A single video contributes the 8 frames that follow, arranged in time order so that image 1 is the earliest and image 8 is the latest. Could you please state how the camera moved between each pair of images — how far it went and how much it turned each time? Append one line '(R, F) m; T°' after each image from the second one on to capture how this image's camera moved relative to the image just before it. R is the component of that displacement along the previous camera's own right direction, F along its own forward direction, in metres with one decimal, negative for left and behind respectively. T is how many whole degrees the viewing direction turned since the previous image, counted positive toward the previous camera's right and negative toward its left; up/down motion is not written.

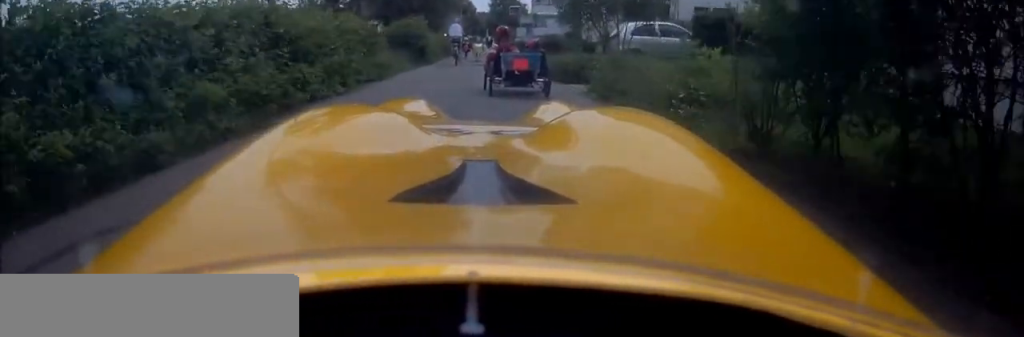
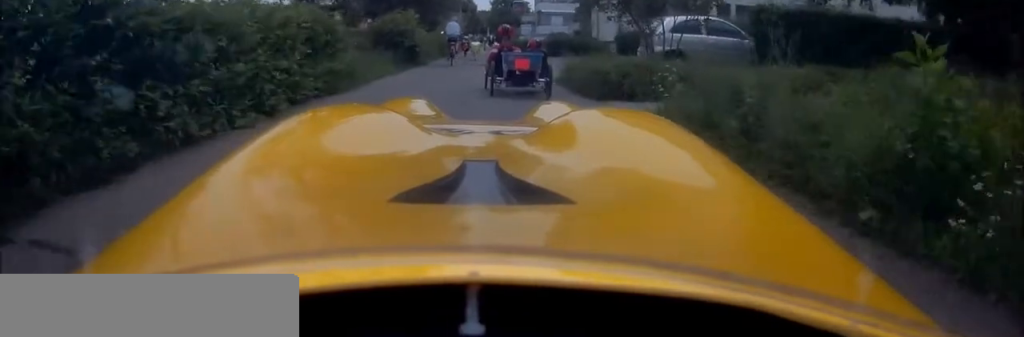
(0.0, +3.9) m; -1°
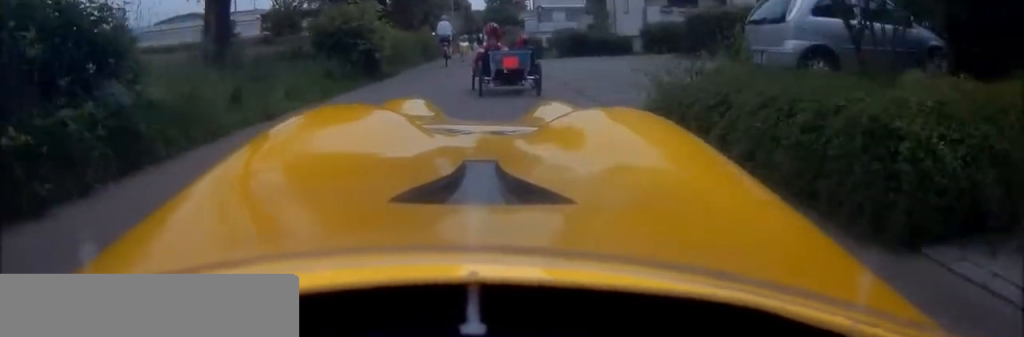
(-0.1, +6.8) m; +3°
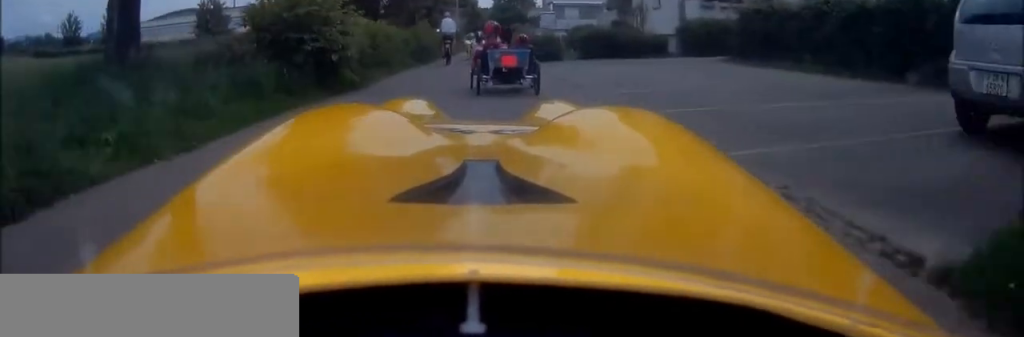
(+0.3, +4.4) m; +4°
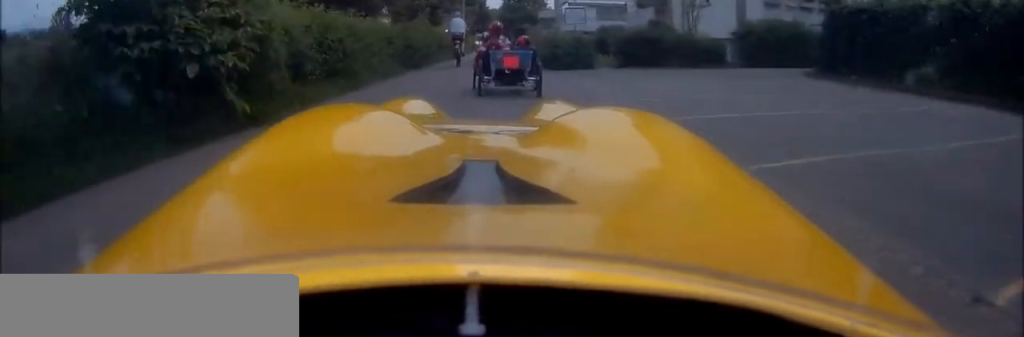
(+0.2, +5.0) m; 0°
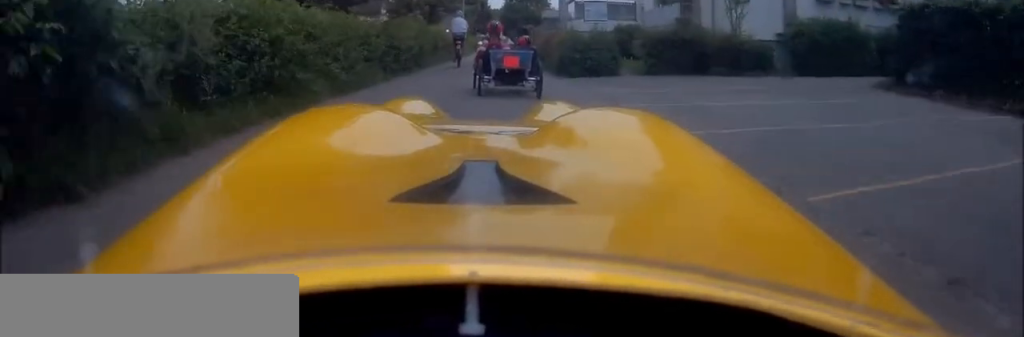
(-0.1, +3.0) m; -2°
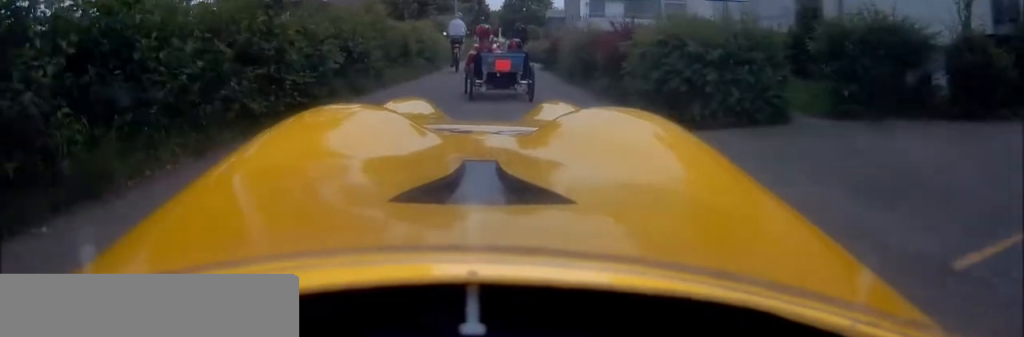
(+0.5, +7.8) m; +8°
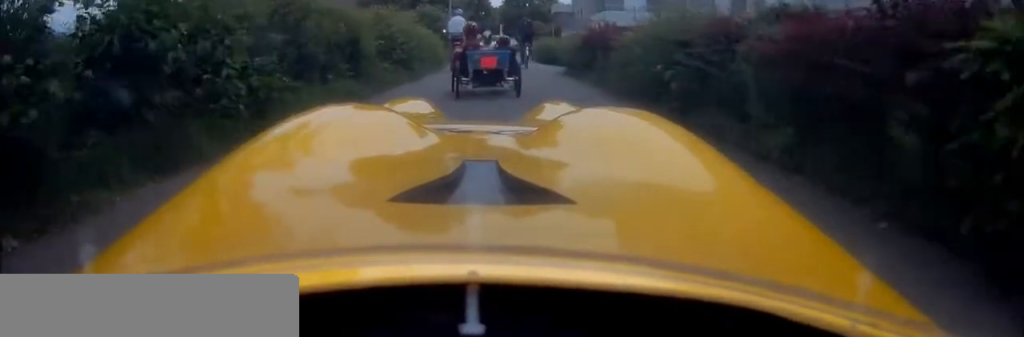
(+0.1, +5.8) m; -3°
